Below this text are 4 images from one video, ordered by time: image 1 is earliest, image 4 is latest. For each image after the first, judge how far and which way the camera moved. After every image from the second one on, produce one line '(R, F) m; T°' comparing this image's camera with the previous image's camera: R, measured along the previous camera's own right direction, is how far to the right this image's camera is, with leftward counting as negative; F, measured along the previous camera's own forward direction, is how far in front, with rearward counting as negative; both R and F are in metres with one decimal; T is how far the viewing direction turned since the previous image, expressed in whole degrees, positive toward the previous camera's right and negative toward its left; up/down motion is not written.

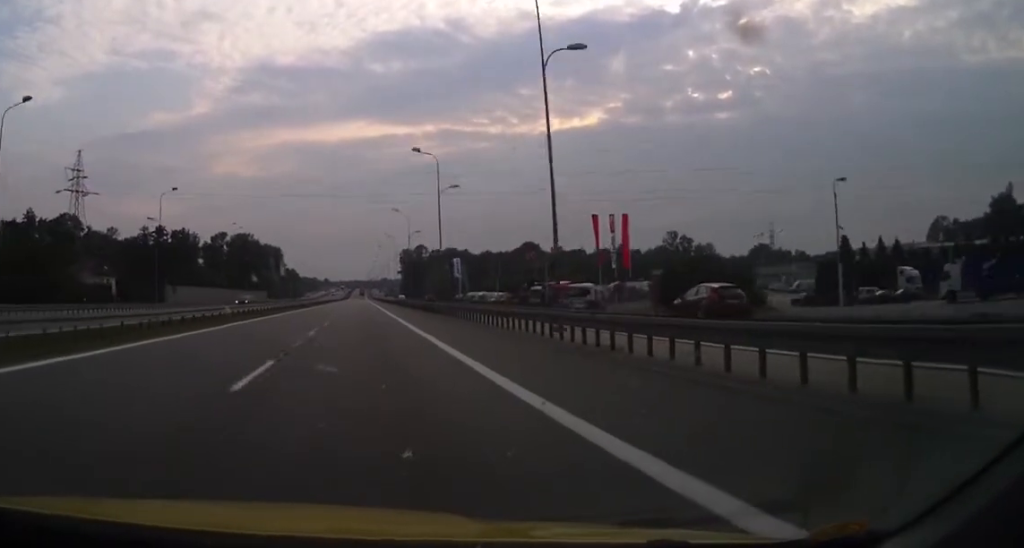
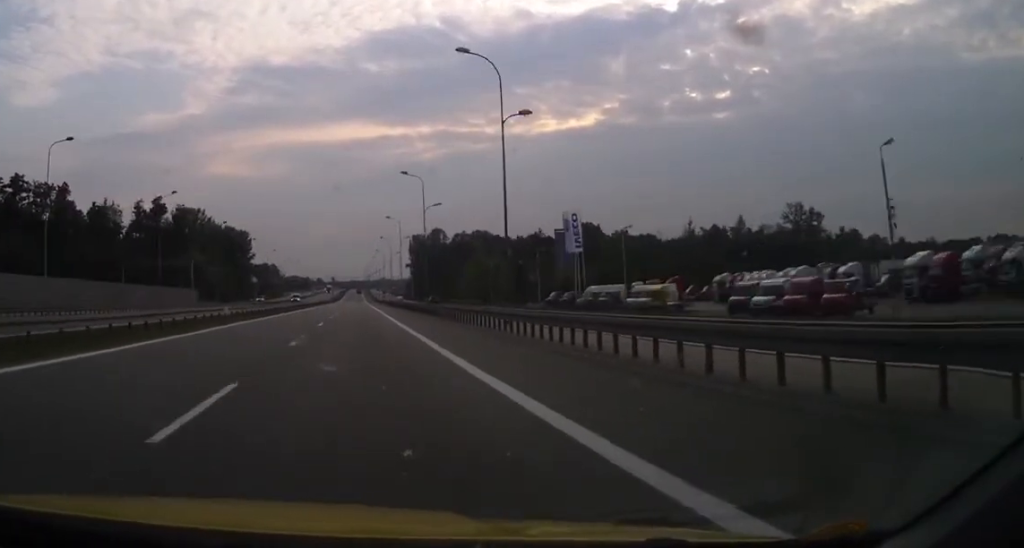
(-0.1, +98.1) m; 0°
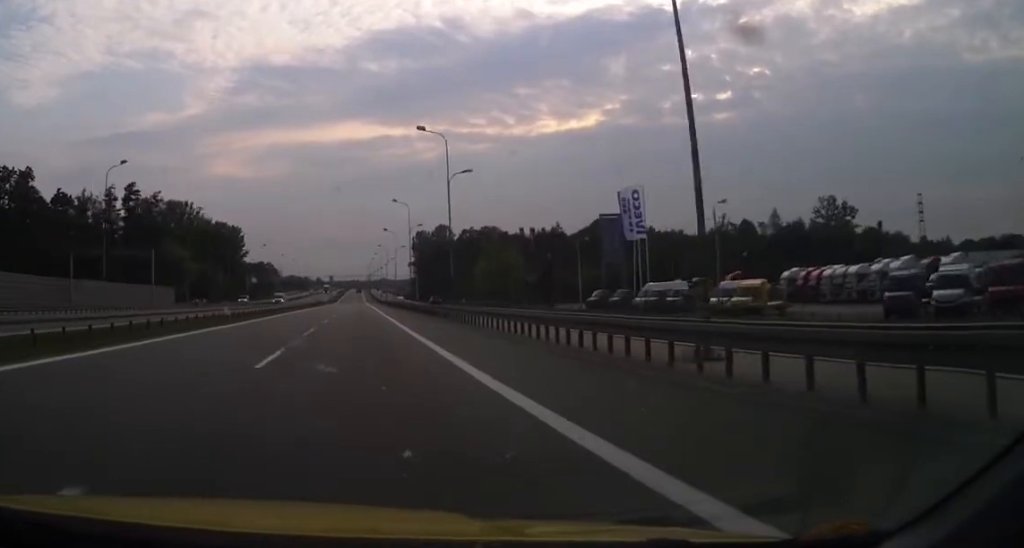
(0.0, +18.6) m; 0°
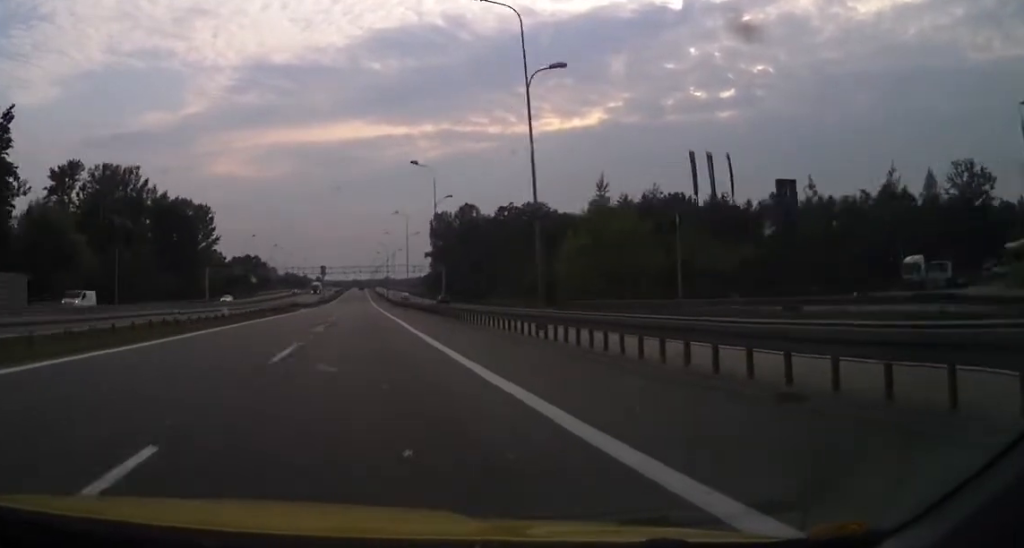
(+0.2, +64.8) m; -1°
